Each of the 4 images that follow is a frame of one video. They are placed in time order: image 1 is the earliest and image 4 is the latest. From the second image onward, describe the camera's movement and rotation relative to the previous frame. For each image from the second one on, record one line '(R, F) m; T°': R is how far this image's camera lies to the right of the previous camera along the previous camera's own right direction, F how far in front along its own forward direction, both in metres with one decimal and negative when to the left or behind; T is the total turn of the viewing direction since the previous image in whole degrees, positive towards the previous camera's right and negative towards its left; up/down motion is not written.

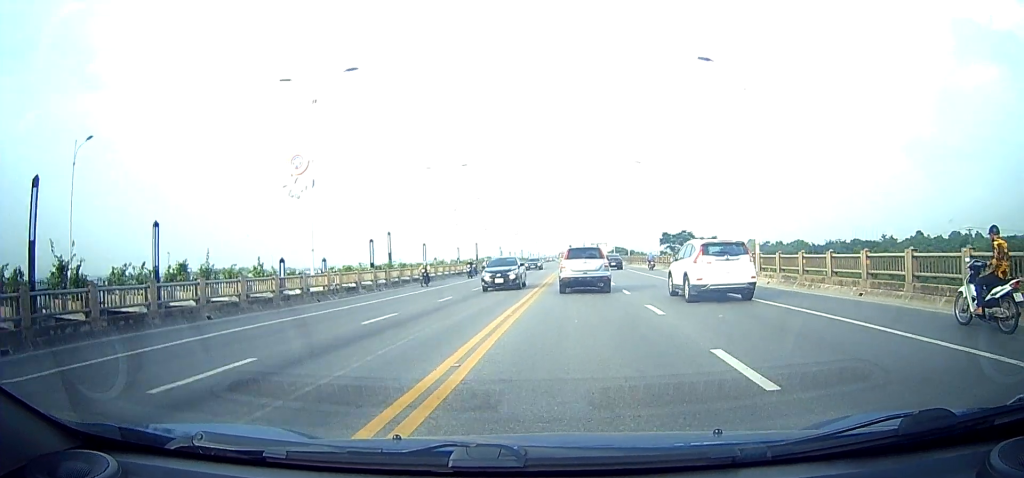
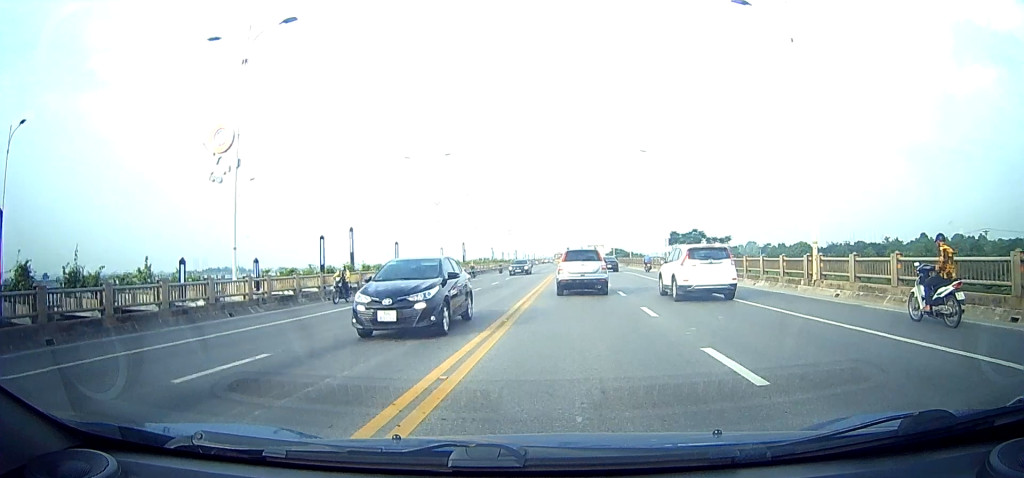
(0.0, +6.0) m; +1°
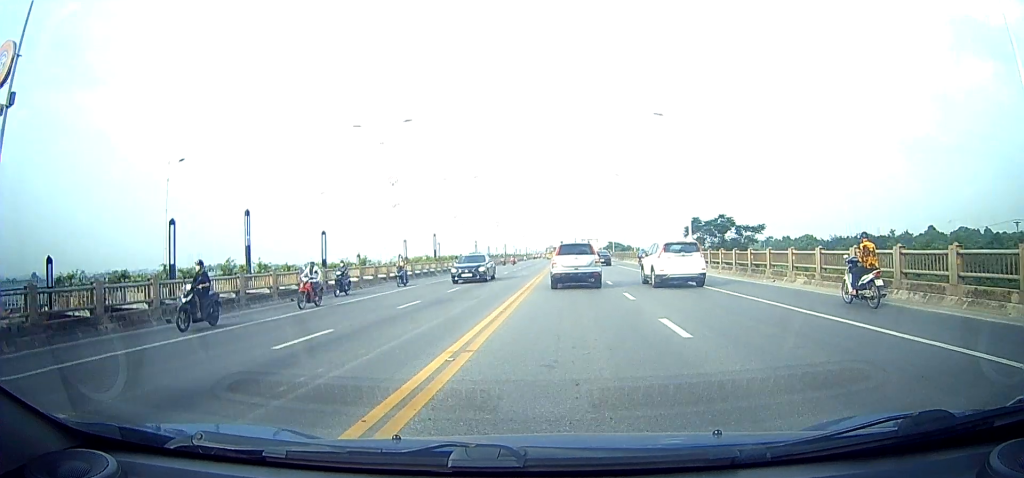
(0.0, +9.8) m; +2°
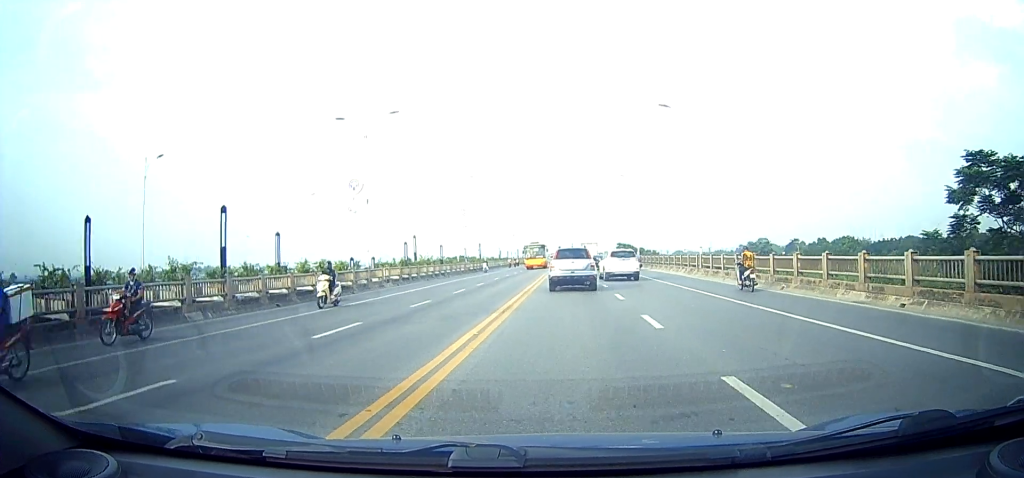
(-1.3, +32.4) m; -3°
